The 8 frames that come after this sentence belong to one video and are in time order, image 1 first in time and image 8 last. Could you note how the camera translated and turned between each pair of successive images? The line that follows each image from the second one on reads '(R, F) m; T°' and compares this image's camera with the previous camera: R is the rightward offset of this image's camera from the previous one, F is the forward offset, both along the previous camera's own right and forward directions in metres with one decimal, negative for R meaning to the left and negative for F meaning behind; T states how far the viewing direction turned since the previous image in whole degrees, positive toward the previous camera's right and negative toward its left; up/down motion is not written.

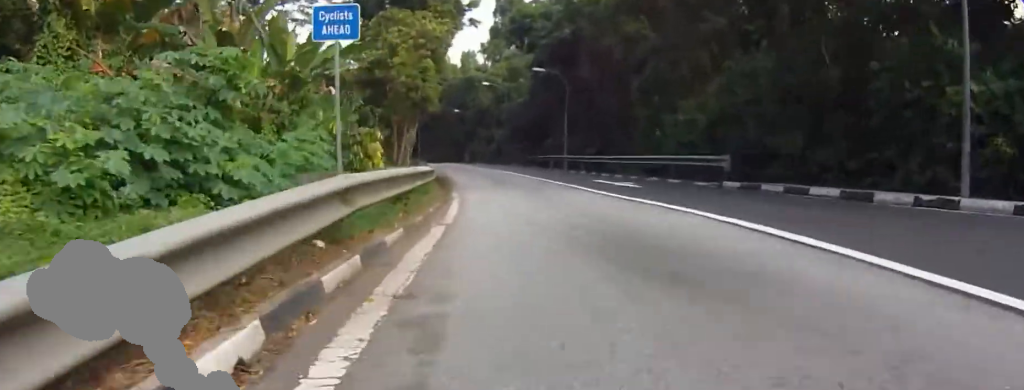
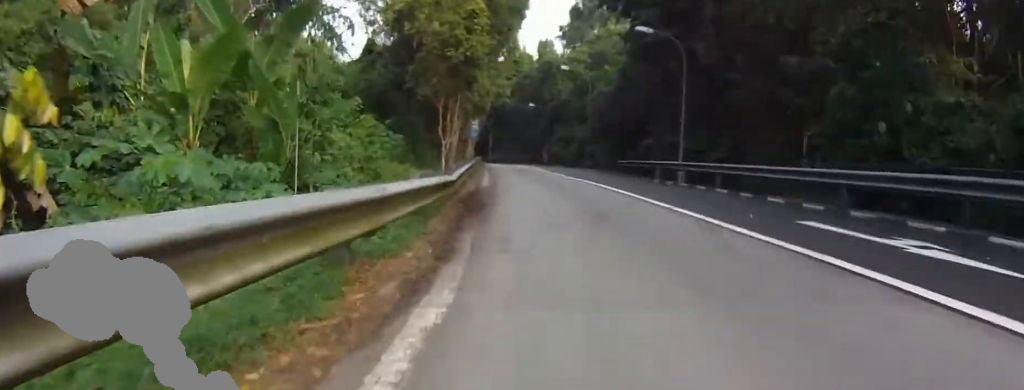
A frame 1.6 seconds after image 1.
(-3.9, +15.5) m; -19°
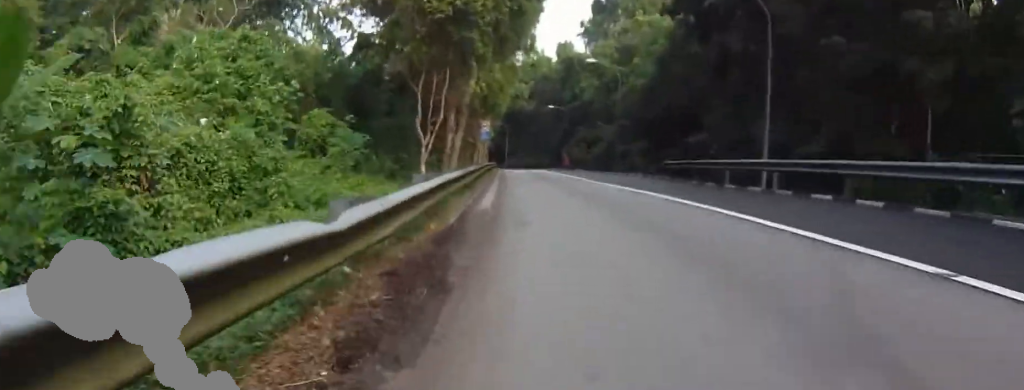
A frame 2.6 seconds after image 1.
(+0.6, +8.1) m; +7°
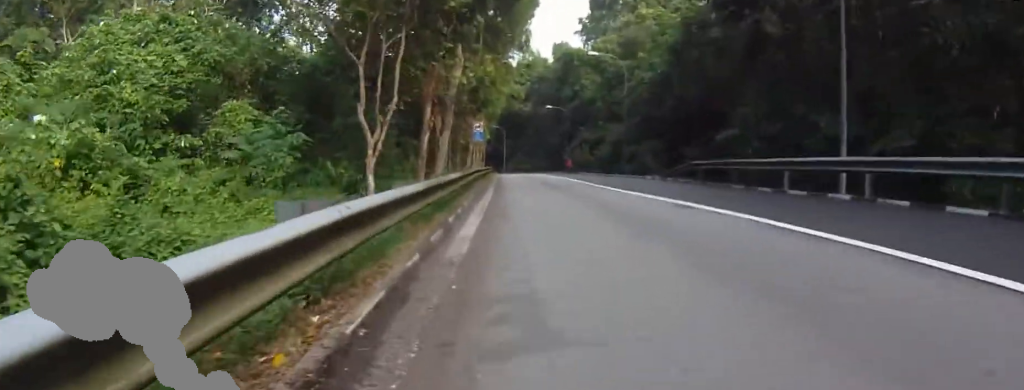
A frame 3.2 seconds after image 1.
(+0.2, +3.0) m; +2°
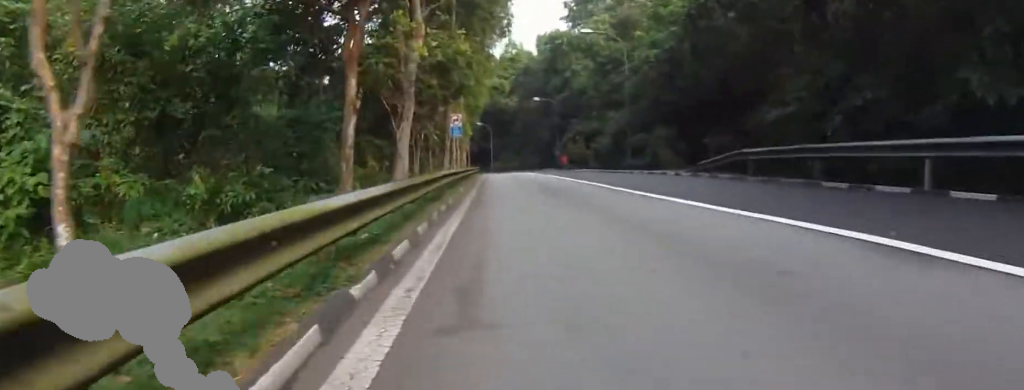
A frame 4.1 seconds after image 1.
(+0.1, +5.1) m; 0°
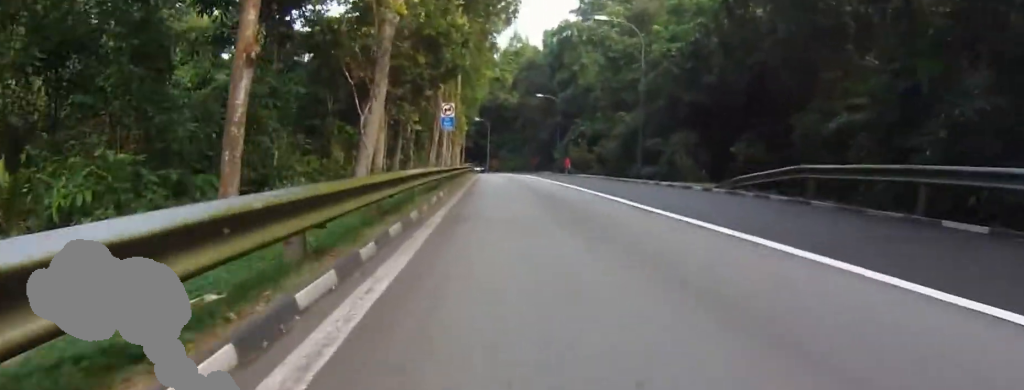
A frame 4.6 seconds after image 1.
(+0.1, +4.0) m; -1°
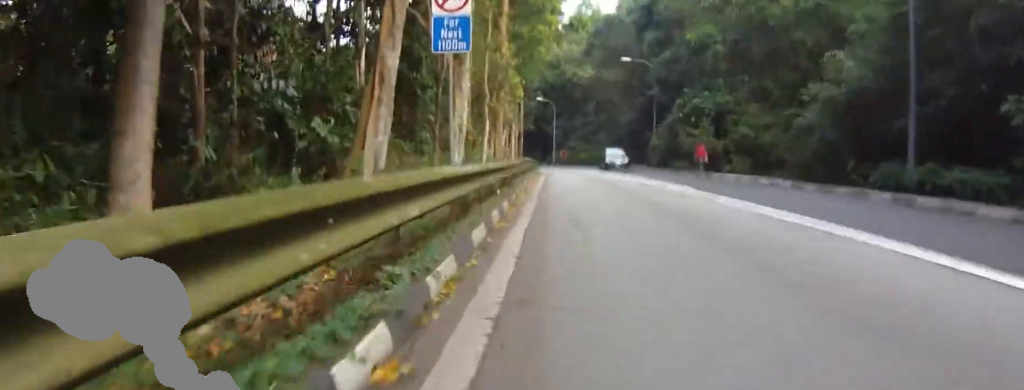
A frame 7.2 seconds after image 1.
(+1.7, +17.5) m; +11°
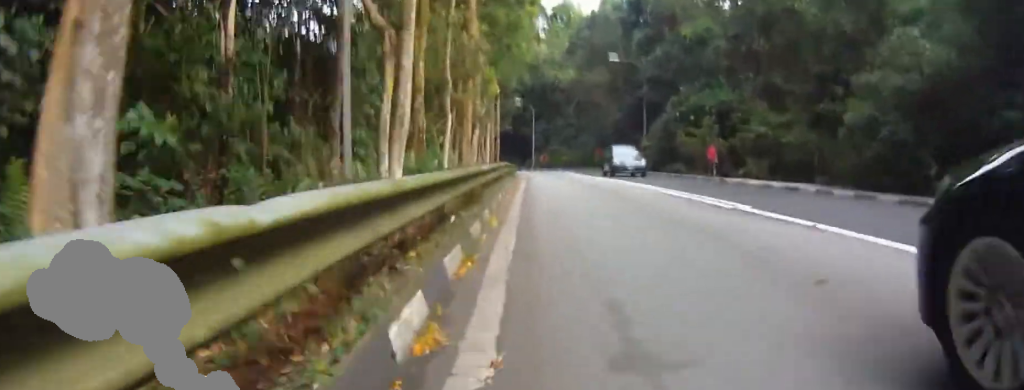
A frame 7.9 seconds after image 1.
(0.0, +3.2) m; -7°
